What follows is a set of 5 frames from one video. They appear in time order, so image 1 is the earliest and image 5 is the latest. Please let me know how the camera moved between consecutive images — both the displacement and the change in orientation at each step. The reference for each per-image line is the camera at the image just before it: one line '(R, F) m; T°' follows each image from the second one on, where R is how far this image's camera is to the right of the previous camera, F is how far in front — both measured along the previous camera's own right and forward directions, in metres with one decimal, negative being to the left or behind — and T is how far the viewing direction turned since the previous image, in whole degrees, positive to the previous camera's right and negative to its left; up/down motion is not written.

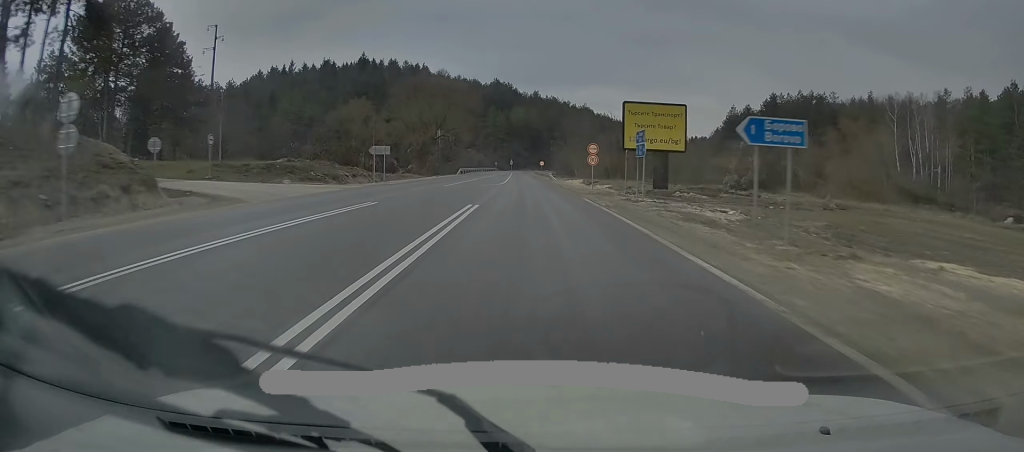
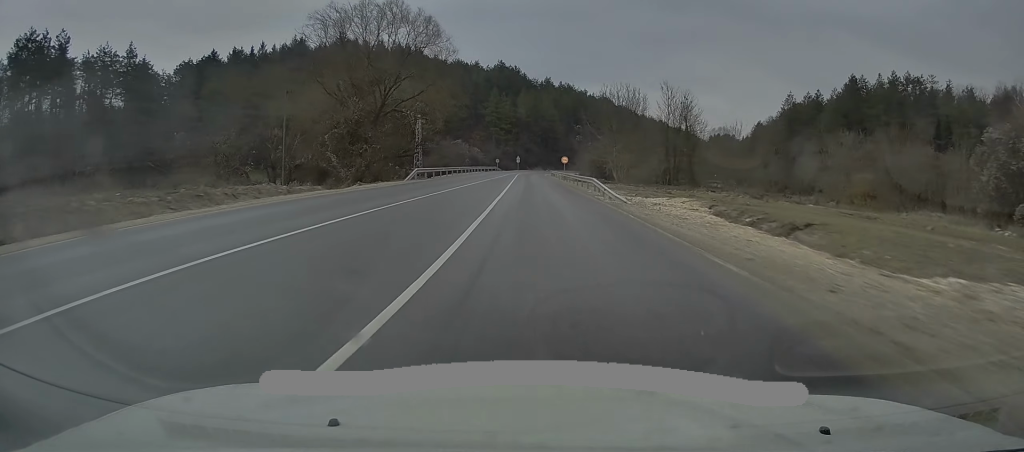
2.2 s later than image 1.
(-0.5, +42.2) m; -1°
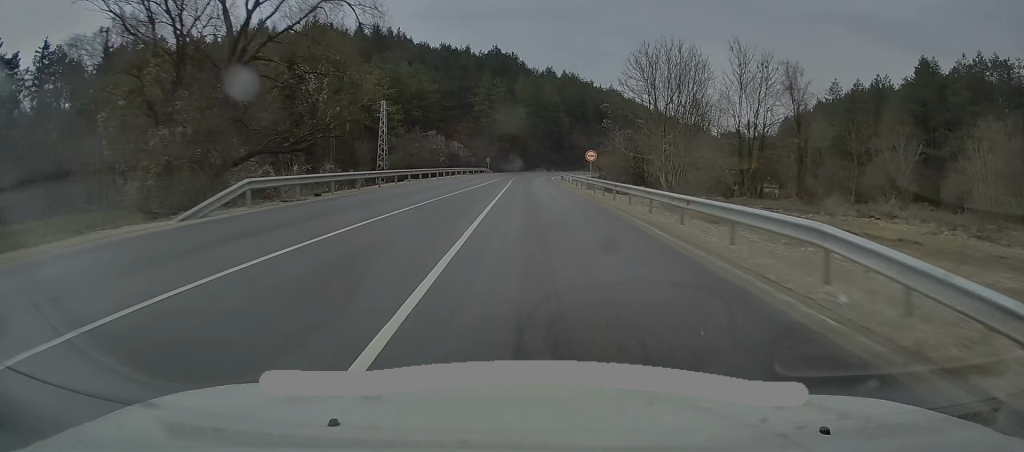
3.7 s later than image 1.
(0.0, +28.7) m; 0°
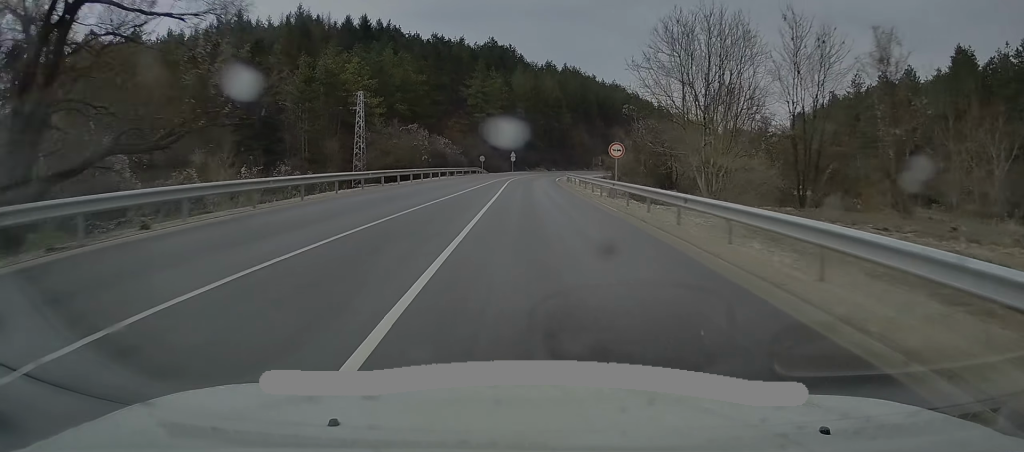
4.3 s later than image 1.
(0.0, +11.9) m; 0°
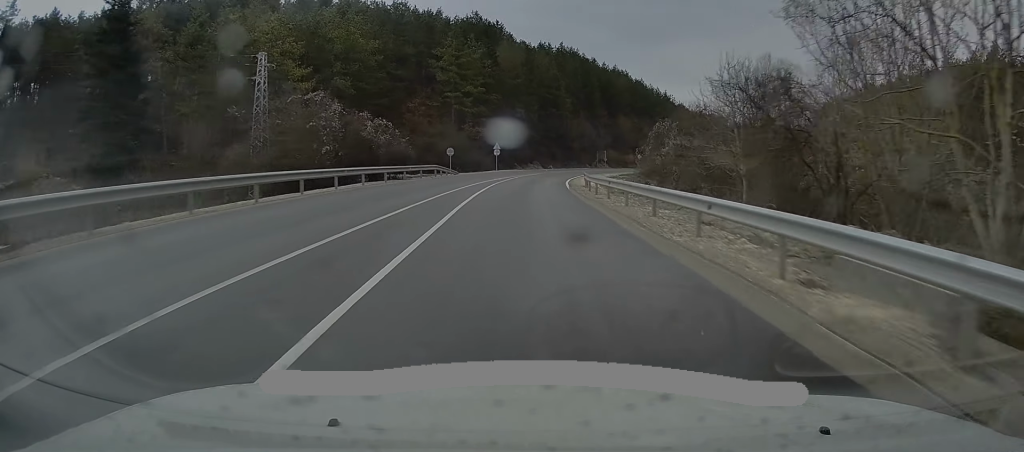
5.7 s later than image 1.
(0.0, +27.9) m; 0°
